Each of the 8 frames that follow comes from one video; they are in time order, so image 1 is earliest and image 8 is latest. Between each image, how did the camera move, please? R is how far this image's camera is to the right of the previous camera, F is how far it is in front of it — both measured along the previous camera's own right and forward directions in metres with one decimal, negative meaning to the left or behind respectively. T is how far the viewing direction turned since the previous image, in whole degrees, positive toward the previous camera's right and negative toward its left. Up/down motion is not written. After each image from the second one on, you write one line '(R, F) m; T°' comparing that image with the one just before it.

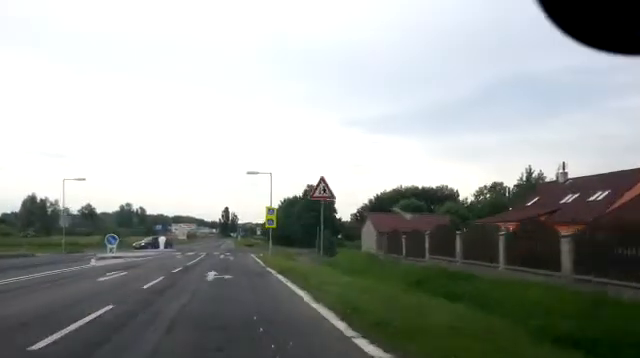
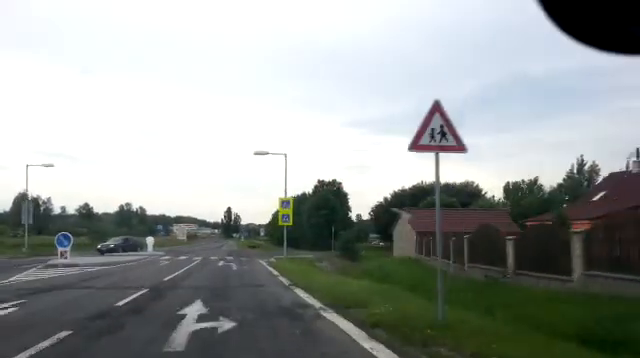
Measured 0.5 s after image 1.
(-0.1, +9.2) m; 0°
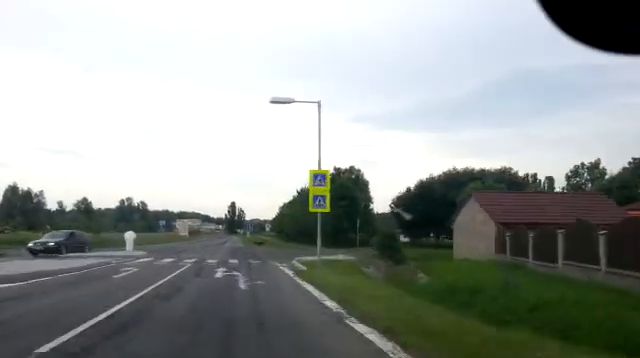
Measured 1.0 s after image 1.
(0.0, +10.5) m; -1°
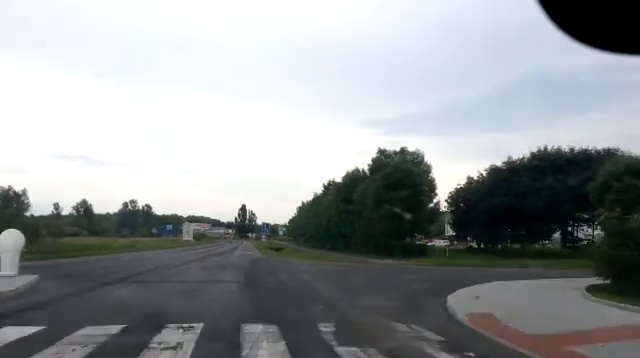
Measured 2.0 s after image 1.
(-0.2, +19.6) m; 0°
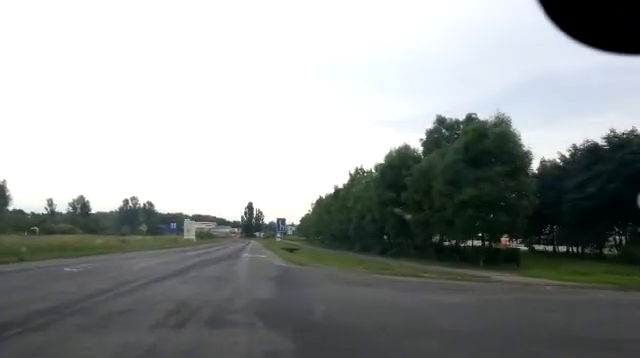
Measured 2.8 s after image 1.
(+0.1, +14.7) m; 0°
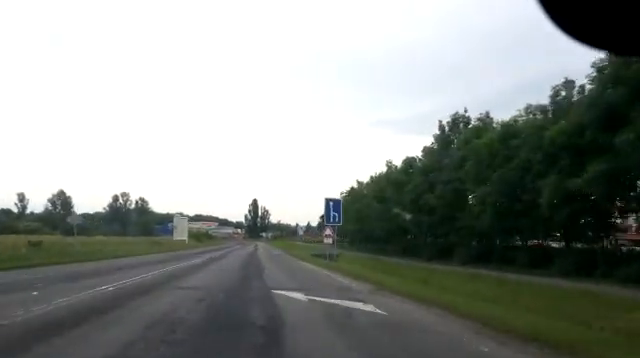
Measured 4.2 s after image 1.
(-0.2, +28.0) m; -1°
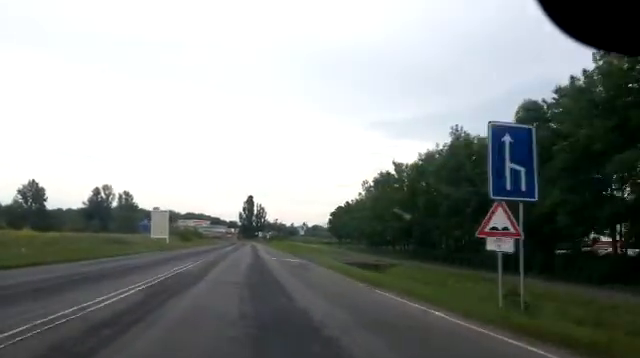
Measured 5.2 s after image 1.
(-0.2, +18.8) m; -1°
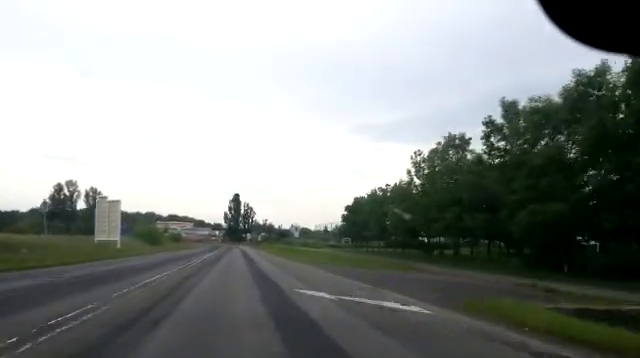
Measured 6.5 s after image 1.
(0.0, +23.0) m; +1°
